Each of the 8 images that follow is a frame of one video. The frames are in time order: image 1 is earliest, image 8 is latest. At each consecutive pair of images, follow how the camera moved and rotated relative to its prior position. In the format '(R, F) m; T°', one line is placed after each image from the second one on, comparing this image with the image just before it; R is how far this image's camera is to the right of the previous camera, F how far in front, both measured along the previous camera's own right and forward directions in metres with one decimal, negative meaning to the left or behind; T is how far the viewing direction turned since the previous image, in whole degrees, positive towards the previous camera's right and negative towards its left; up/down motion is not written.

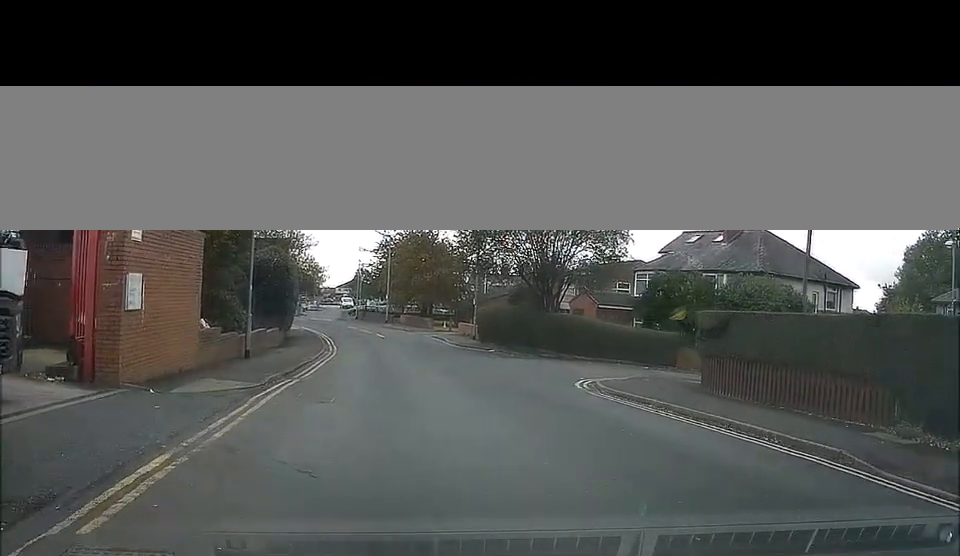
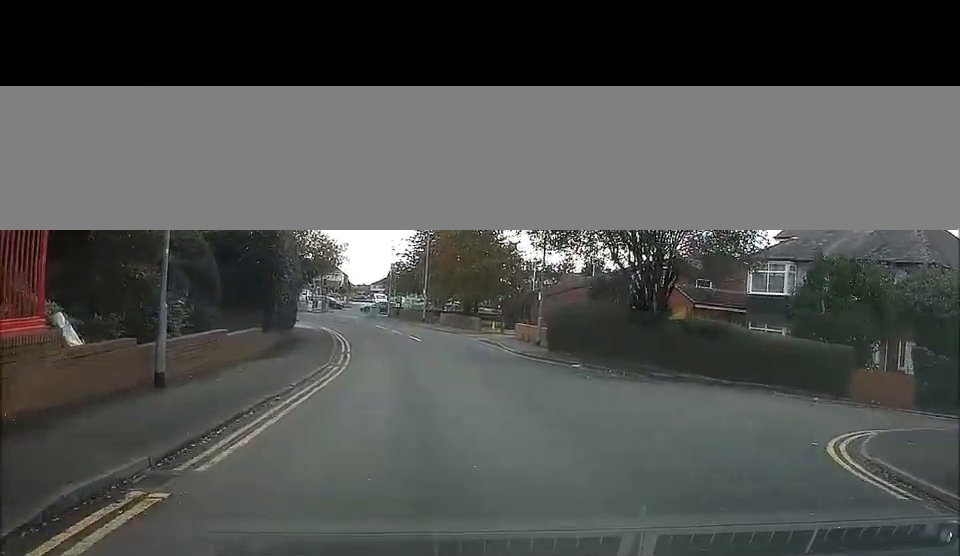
(-0.1, +11.8) m; -2°
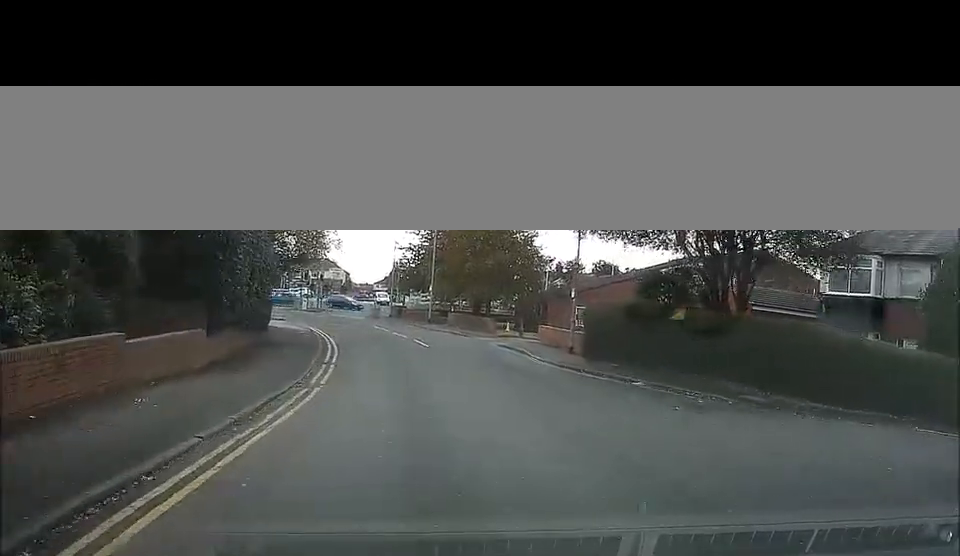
(-0.1, +5.8) m; -2°
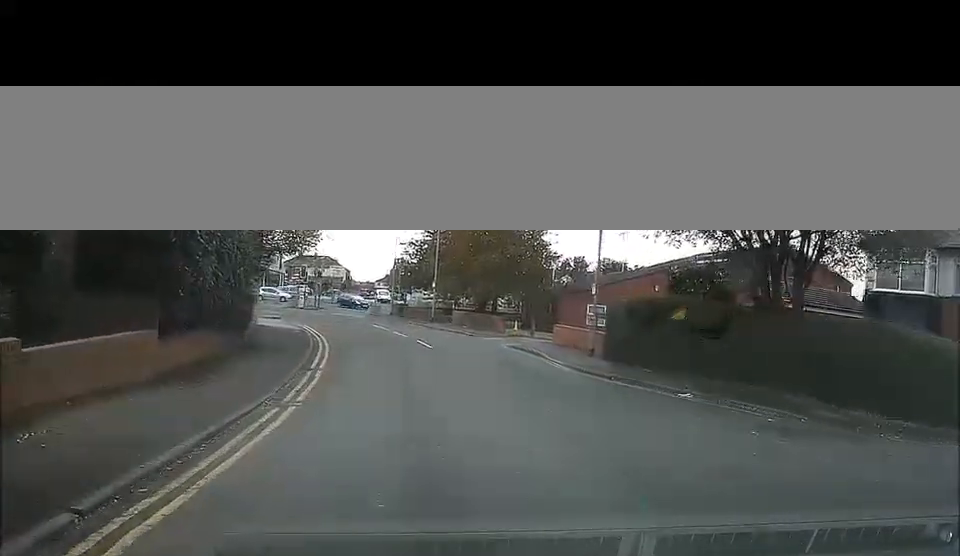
(0.0, +3.0) m; -1°
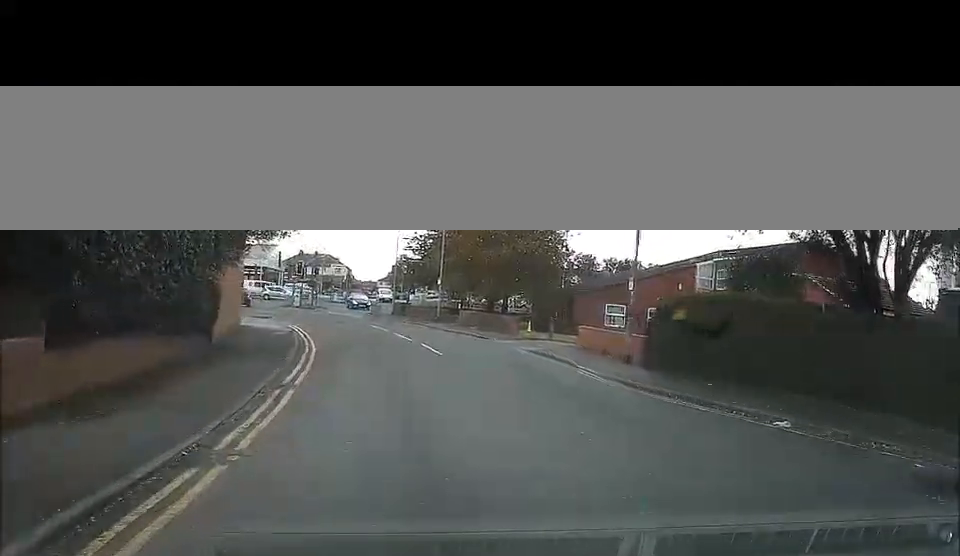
(-0.1, +5.1) m; 0°
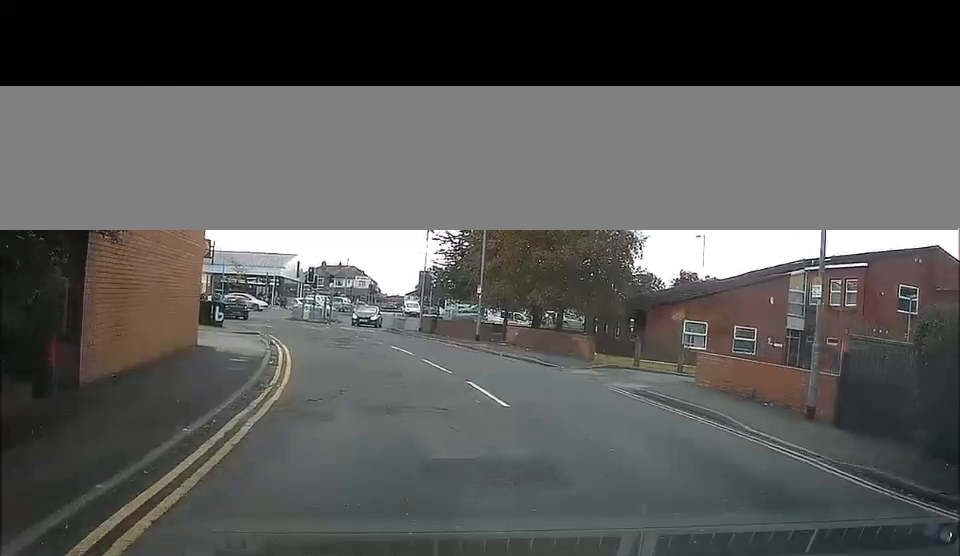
(0.0, +11.4) m; 0°
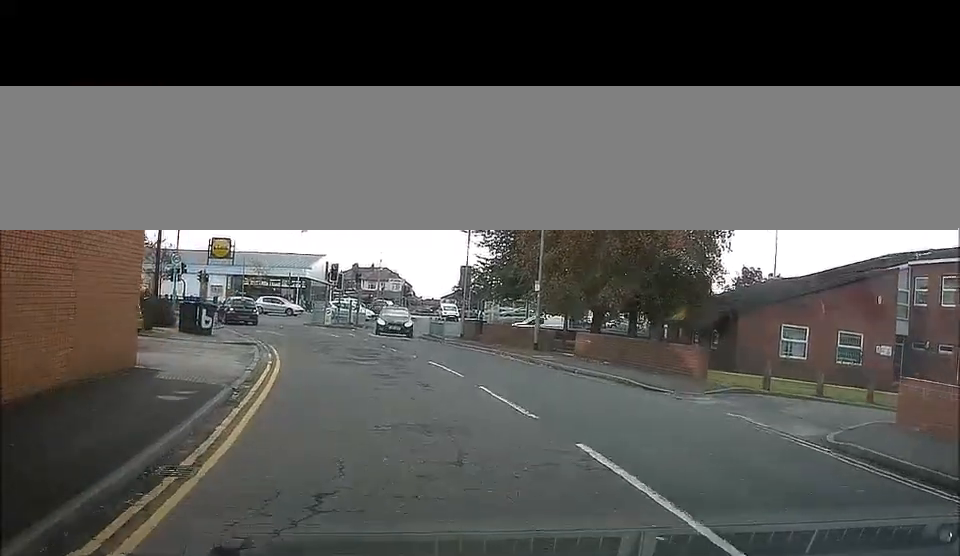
(-0.1, +8.3) m; -3°
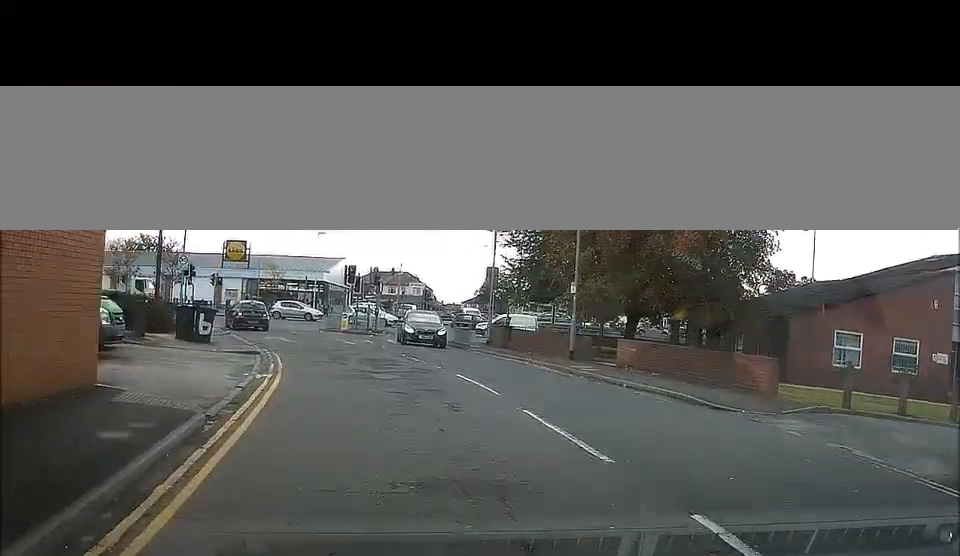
(-0.1, +2.6) m; -1°
